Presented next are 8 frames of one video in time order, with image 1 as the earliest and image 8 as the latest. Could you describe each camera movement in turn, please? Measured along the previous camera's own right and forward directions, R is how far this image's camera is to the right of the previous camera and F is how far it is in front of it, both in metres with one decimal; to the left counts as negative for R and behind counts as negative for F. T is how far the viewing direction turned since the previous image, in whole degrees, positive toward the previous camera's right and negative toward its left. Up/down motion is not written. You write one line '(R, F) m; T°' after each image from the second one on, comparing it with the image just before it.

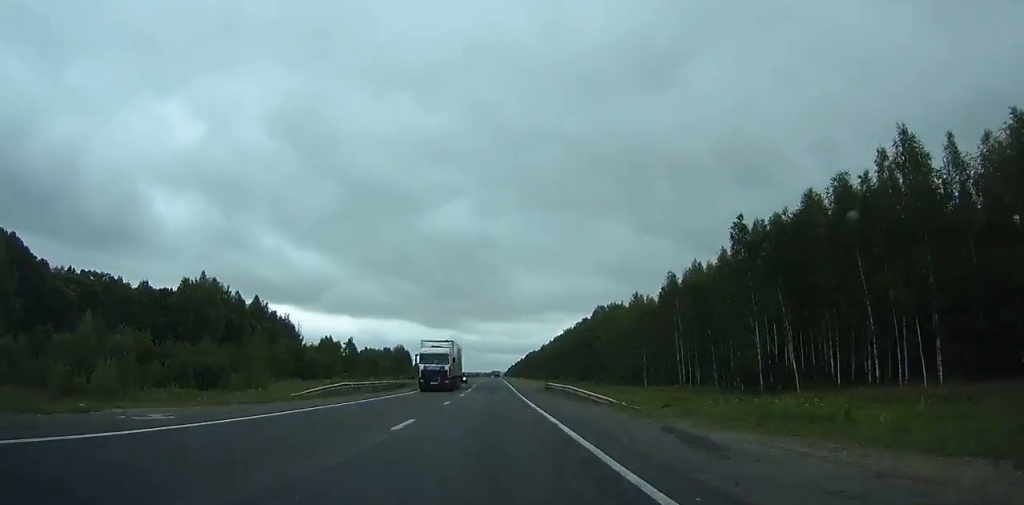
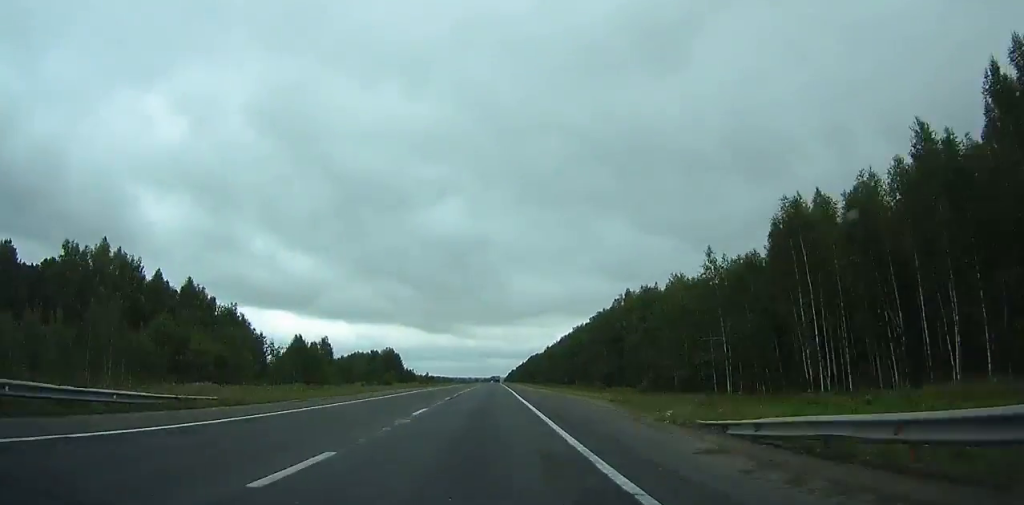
(0.0, +43.0) m; 0°
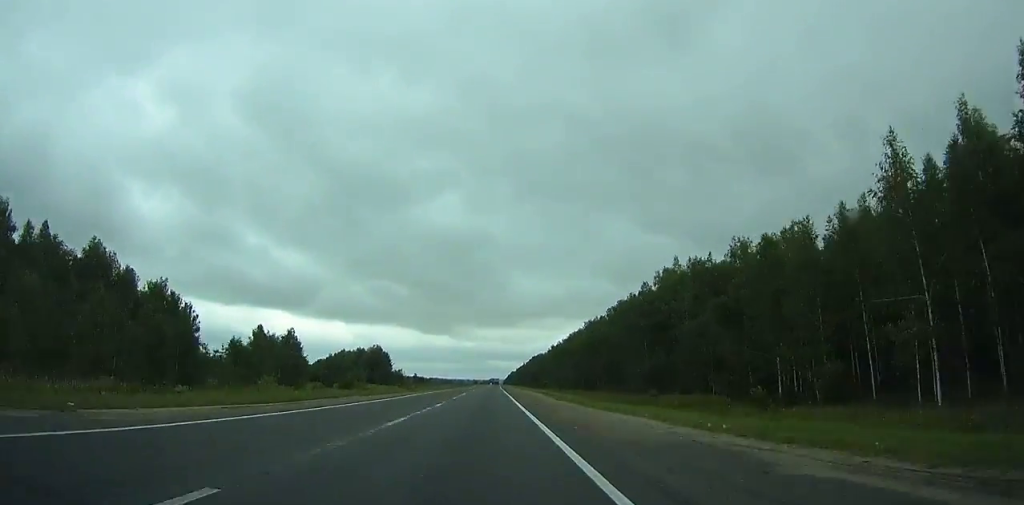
(+0.1, +40.0) m; 0°
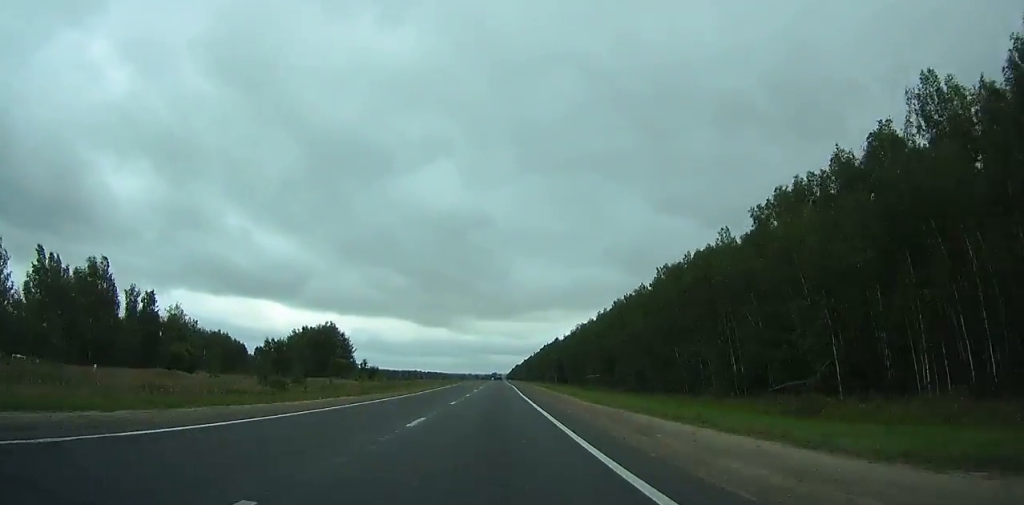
(-0.4, +109.4) m; 0°
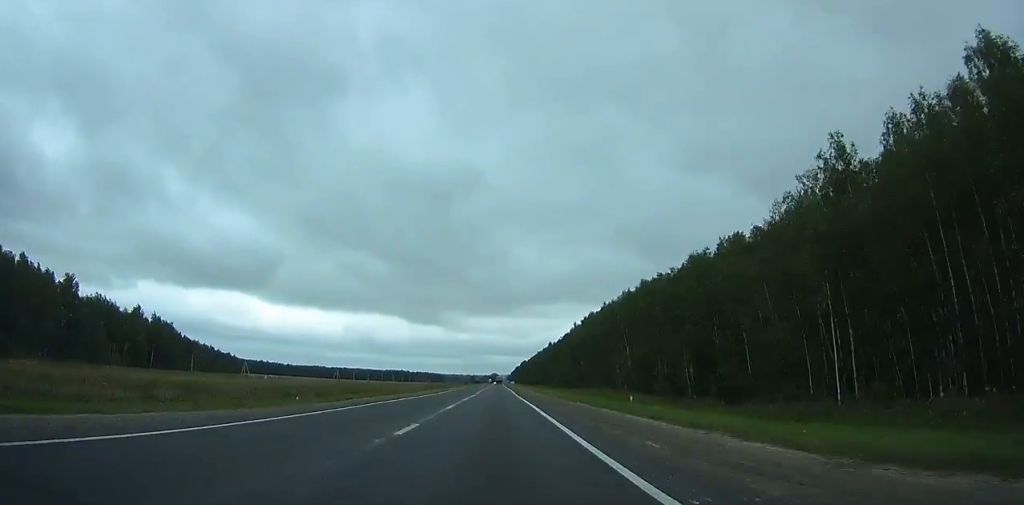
(+1.8, +228.3) m; 0°
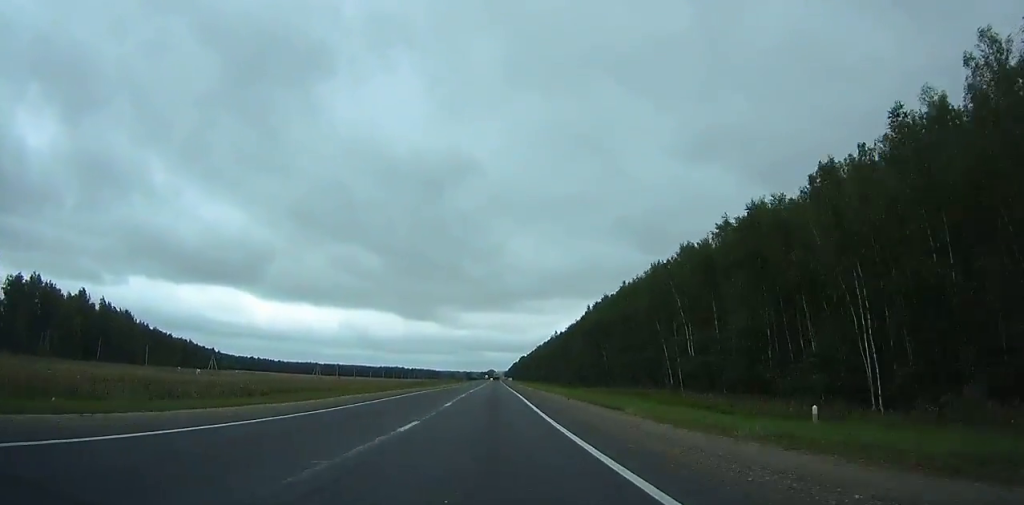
(-0.2, +35.8) m; 0°
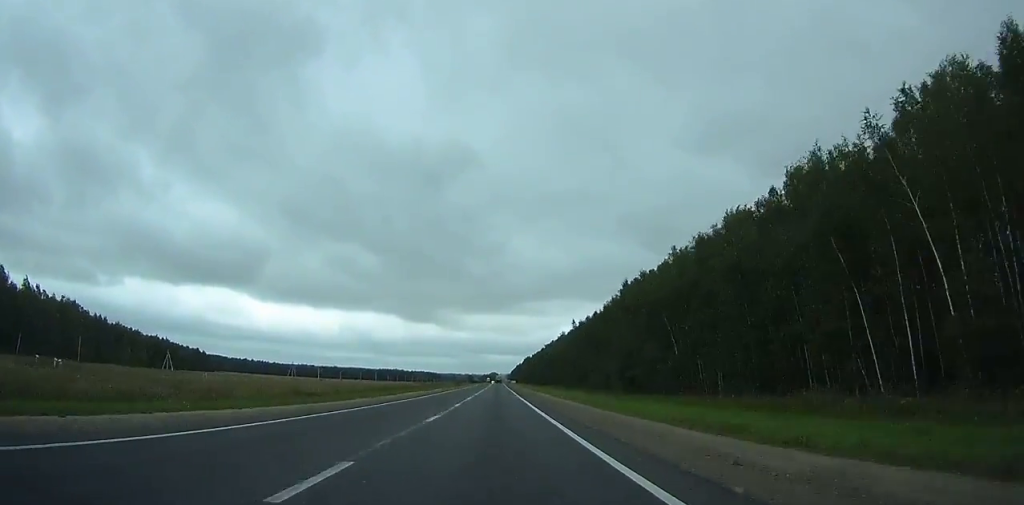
(-0.2, +43.6) m; 0°
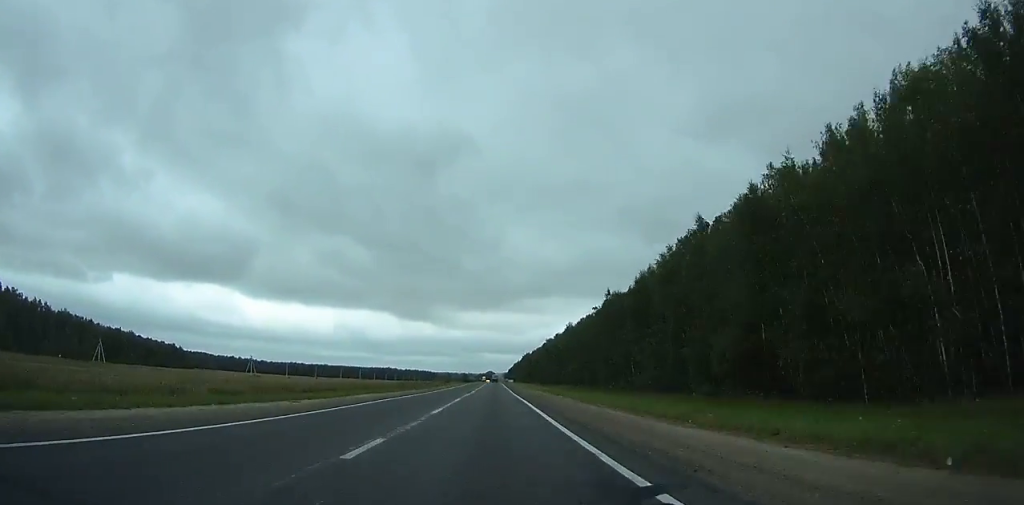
(+0.3, +44.1) m; 0°
